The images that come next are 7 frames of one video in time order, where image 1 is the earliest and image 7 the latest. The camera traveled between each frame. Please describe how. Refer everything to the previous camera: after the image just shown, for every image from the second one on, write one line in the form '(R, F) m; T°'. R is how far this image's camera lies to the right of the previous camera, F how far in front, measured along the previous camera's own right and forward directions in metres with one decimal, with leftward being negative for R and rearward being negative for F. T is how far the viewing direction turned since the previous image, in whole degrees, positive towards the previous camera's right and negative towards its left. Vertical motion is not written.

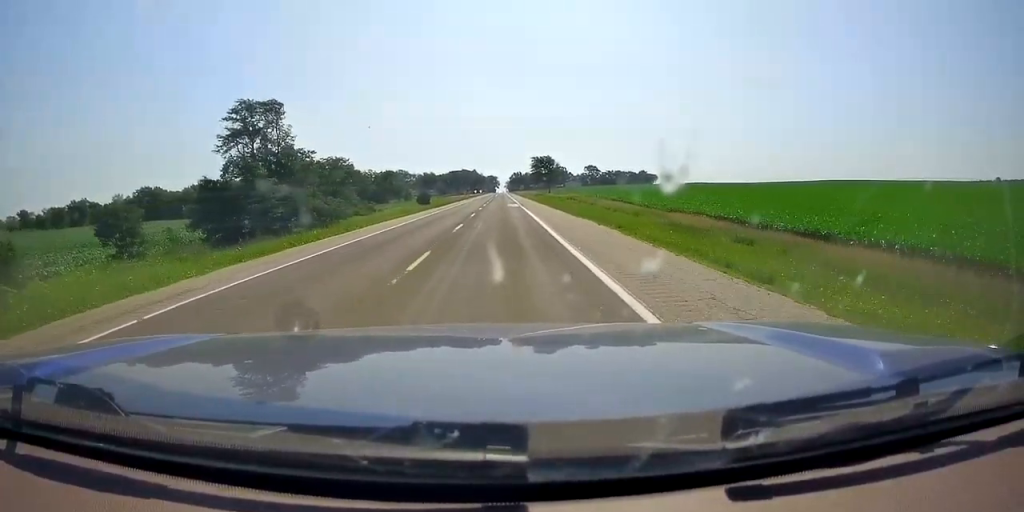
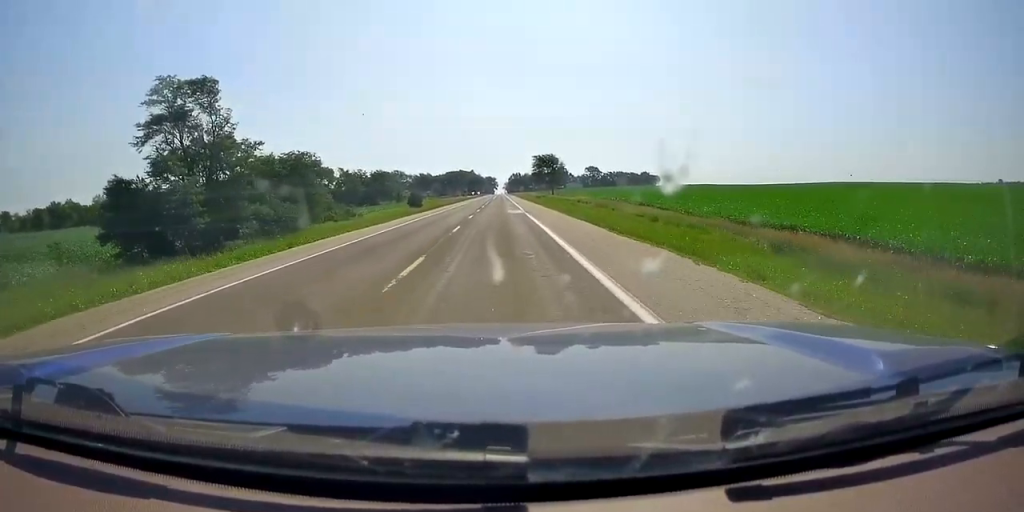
(0.0, +13.2) m; 0°
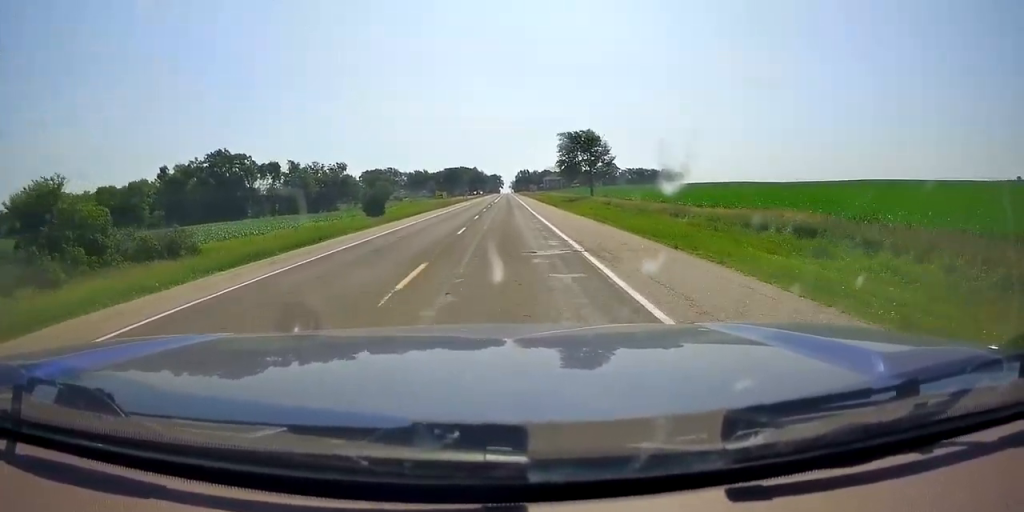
(0.0, +50.6) m; 0°
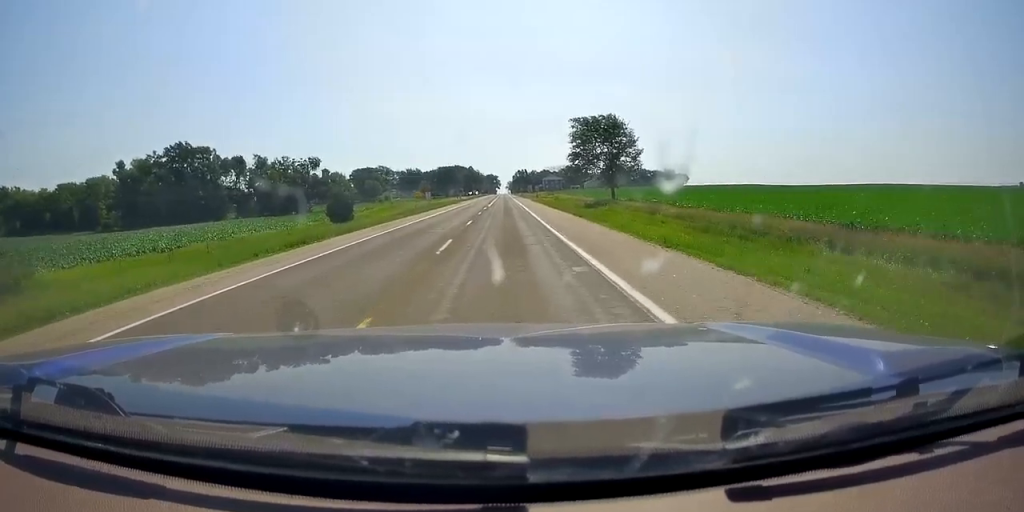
(0.0, +18.0) m; 0°
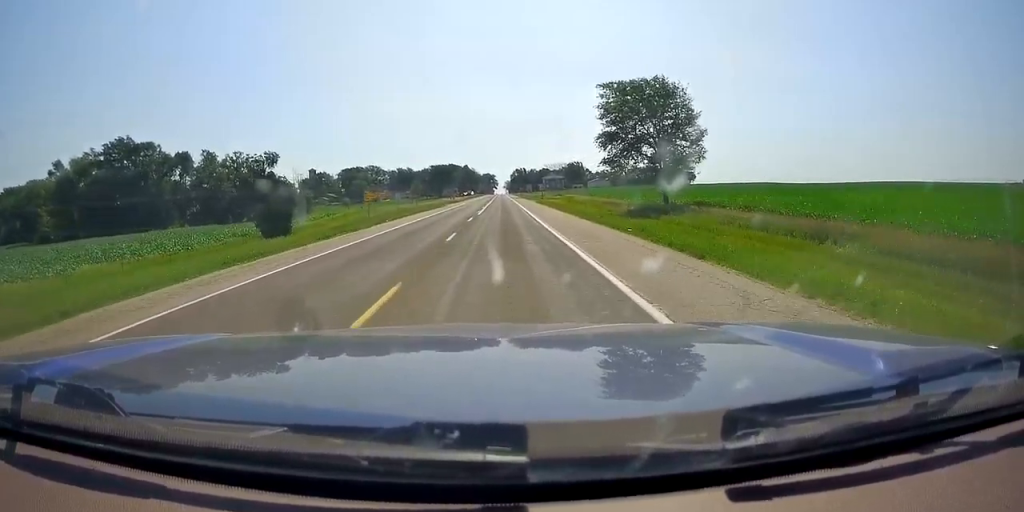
(0.0, +21.4) m; 0°
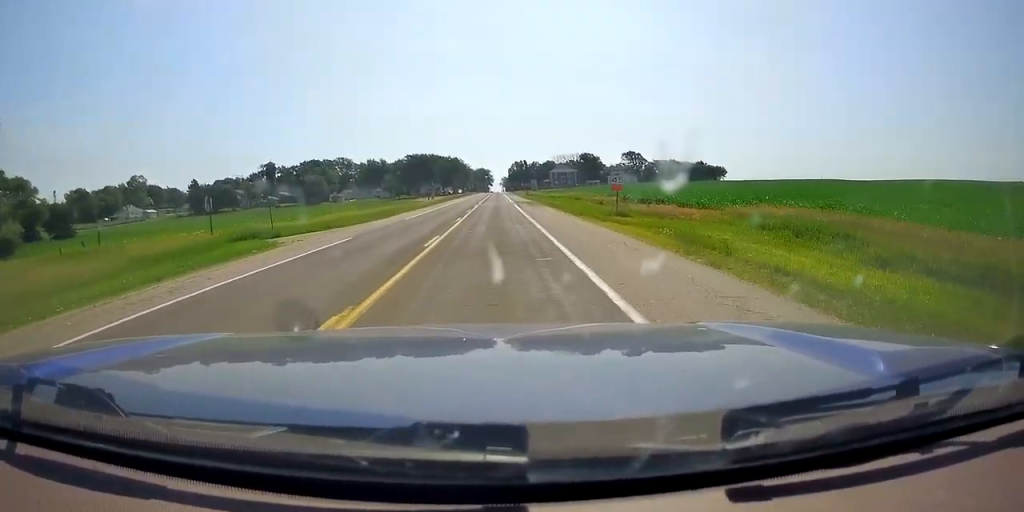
(+0.8, +63.7) m; 0°
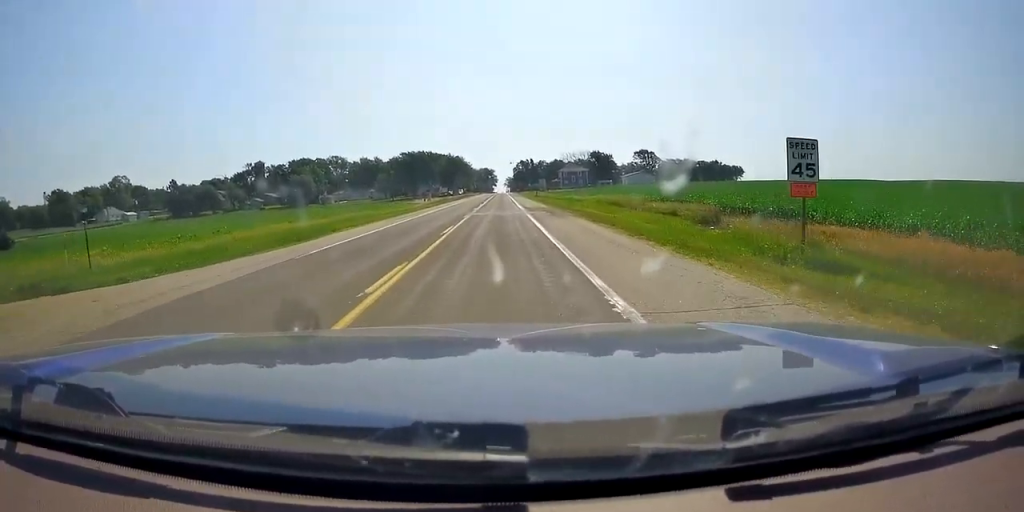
(-0.2, +20.1) m; 0°
